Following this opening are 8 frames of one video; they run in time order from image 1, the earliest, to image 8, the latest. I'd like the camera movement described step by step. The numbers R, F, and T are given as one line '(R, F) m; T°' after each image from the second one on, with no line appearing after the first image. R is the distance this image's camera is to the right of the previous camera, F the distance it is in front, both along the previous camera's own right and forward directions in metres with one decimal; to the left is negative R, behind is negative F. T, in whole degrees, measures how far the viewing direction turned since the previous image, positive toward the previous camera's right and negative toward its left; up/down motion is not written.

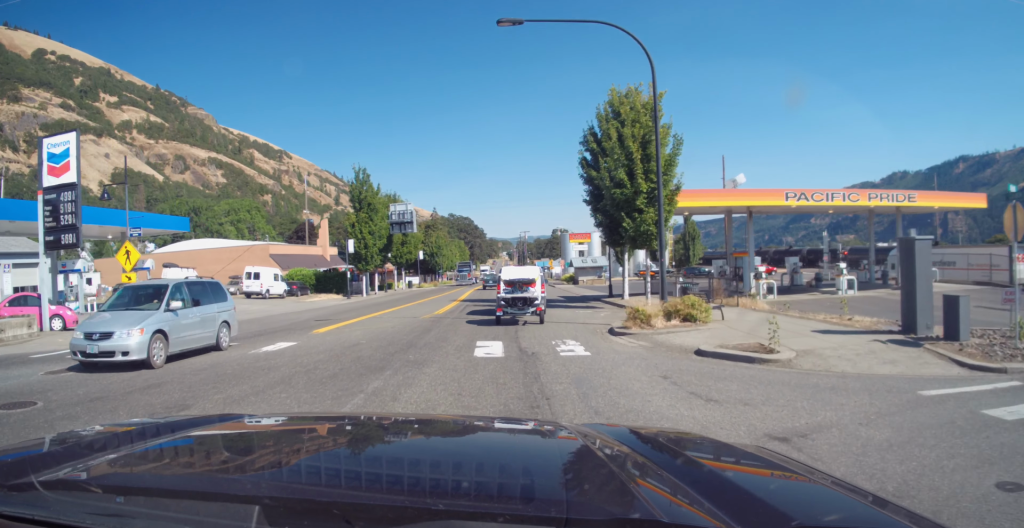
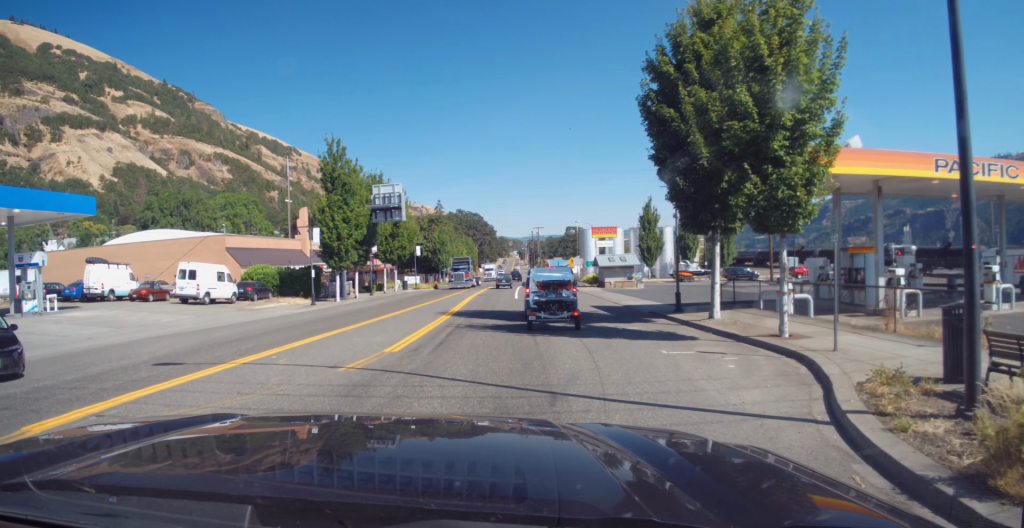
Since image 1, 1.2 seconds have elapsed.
(0.0, +12.5) m; +2°
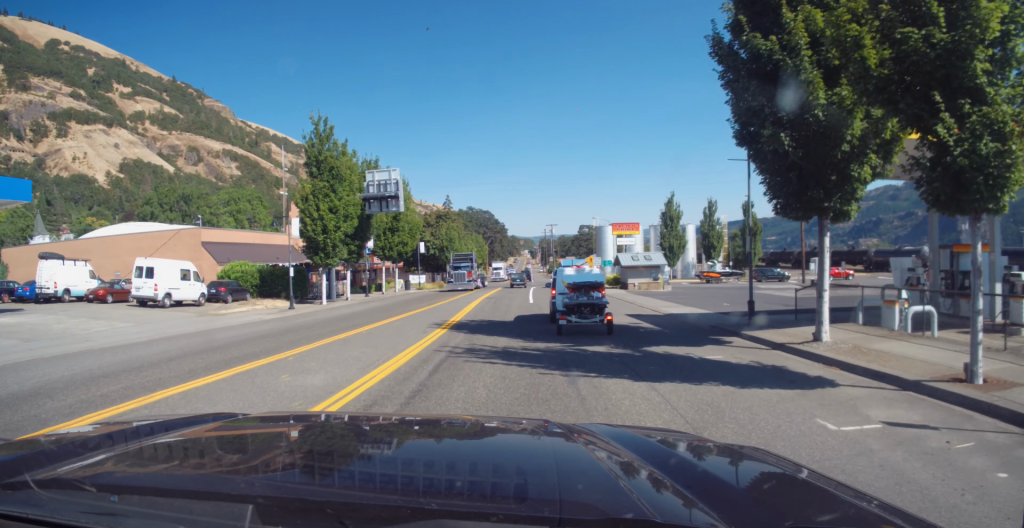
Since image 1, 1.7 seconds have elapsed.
(+0.2, +6.4) m; +1°
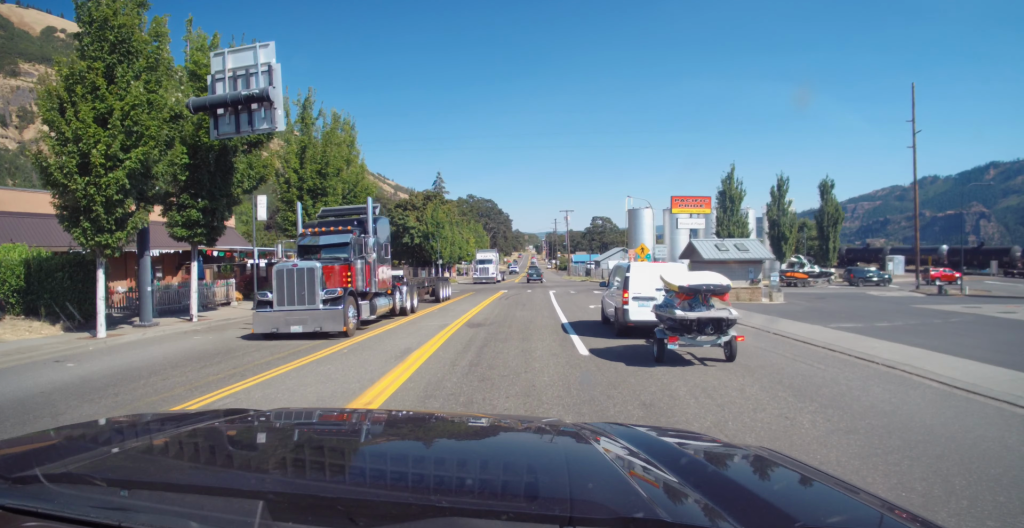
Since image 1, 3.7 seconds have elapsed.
(-0.1, +23.5) m; -4°
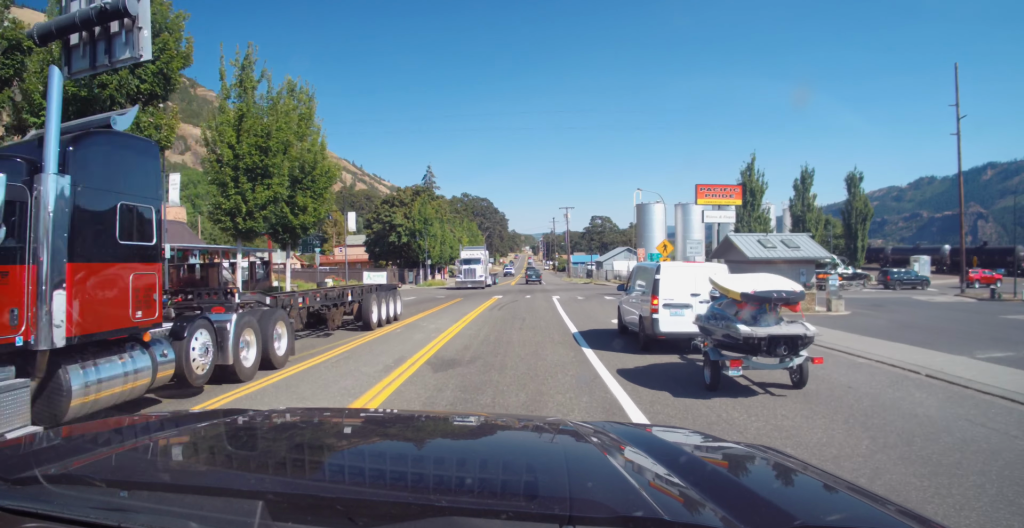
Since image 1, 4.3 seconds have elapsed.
(-0.2, +7.2) m; 0°
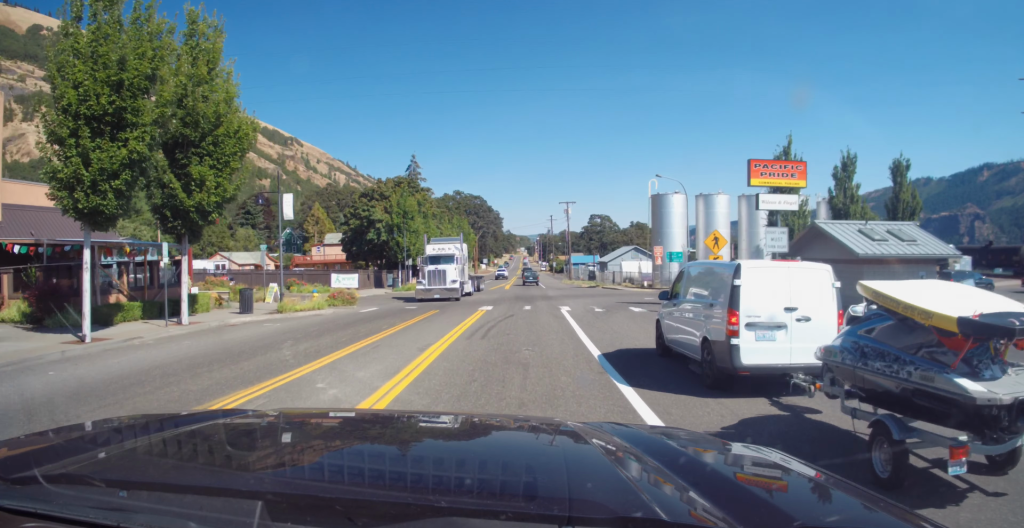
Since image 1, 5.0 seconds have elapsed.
(-0.3, +9.6) m; +1°
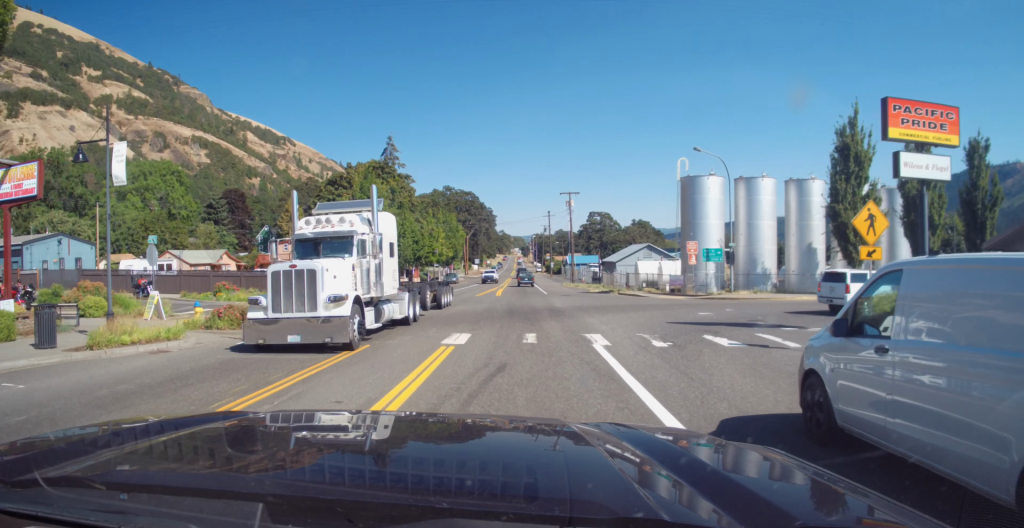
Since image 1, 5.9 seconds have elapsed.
(+0.7, +12.0) m; +2°
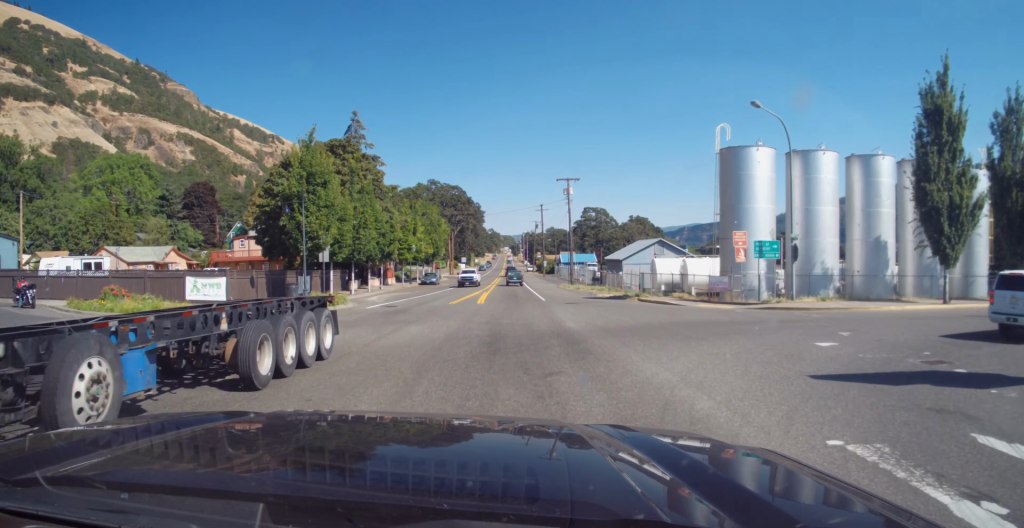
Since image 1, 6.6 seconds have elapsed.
(-0.1, +11.3) m; 0°
